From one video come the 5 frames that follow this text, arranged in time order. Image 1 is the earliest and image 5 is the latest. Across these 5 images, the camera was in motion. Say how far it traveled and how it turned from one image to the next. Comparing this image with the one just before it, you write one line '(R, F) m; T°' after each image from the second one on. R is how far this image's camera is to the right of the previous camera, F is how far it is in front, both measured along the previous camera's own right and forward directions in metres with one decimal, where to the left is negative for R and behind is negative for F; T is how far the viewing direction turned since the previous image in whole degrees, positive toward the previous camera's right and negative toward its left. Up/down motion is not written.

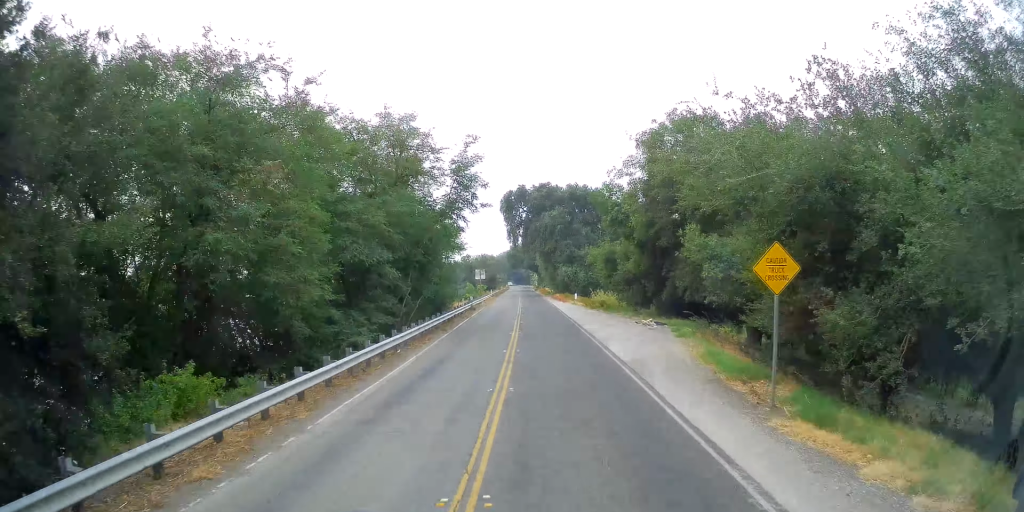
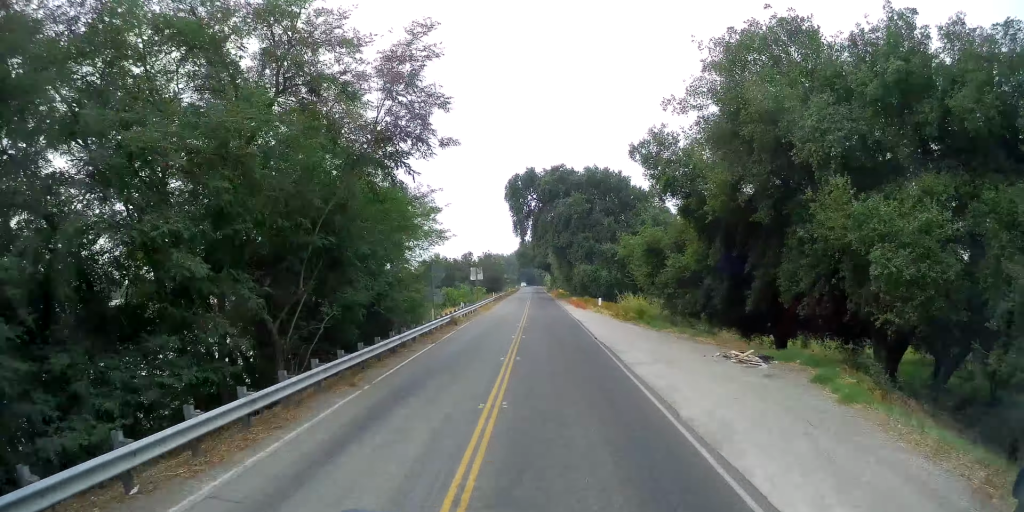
(-0.1, +15.4) m; -1°
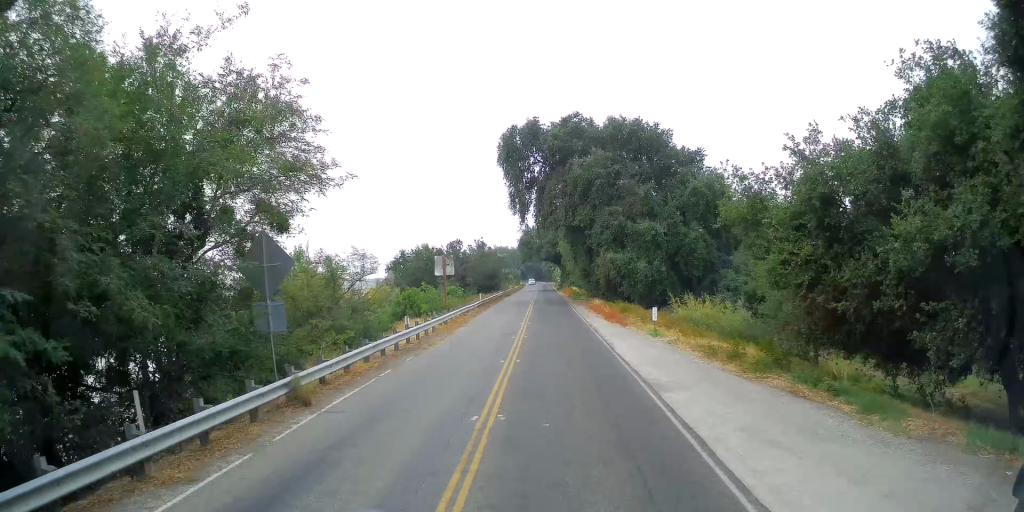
(-0.1, +23.4) m; -1°
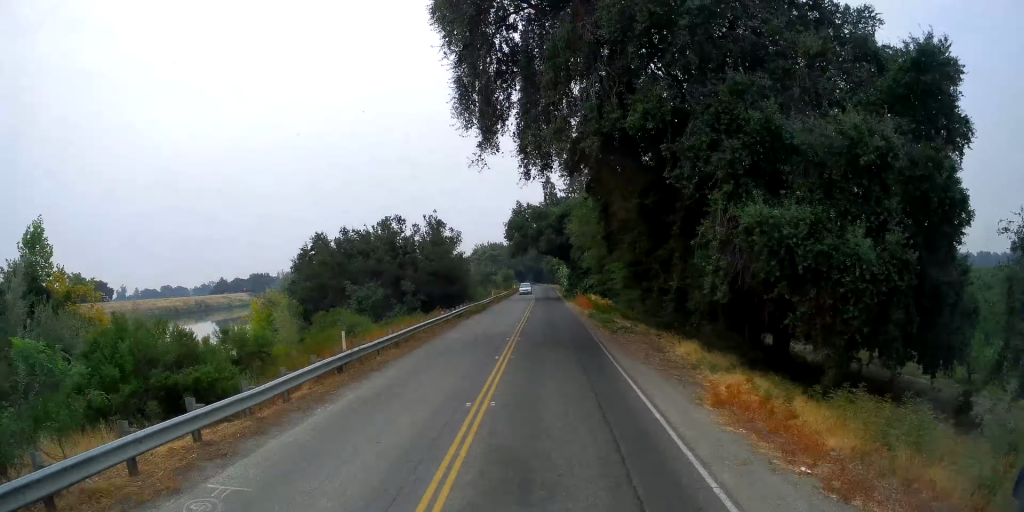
(+0.2, +34.3) m; +1°
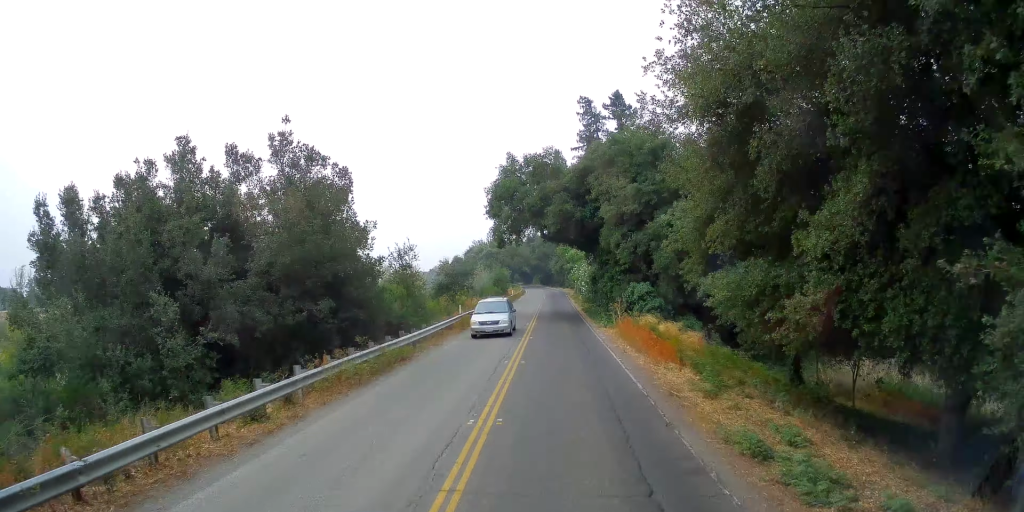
(-0.1, +28.1) m; -1°
